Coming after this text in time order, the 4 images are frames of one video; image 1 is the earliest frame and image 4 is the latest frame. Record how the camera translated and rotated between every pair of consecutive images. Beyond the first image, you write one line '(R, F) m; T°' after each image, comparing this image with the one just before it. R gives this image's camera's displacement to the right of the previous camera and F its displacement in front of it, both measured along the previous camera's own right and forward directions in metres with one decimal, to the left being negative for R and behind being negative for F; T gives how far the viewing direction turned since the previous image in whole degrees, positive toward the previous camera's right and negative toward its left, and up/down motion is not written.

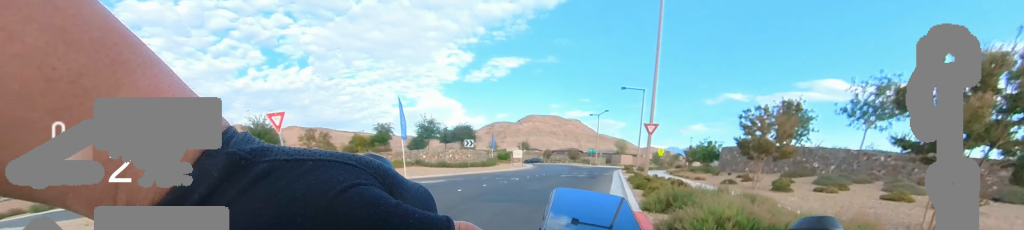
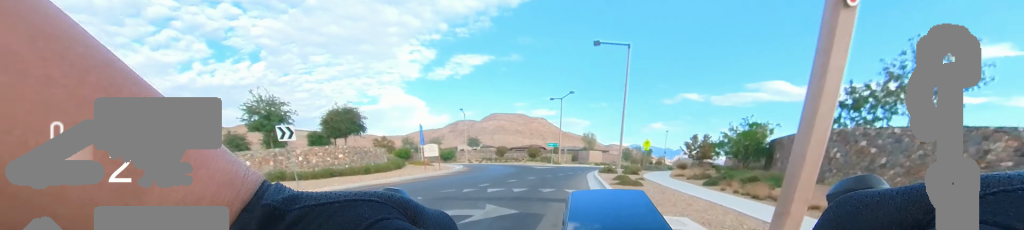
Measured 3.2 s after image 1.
(0.0, +14.0) m; -3°
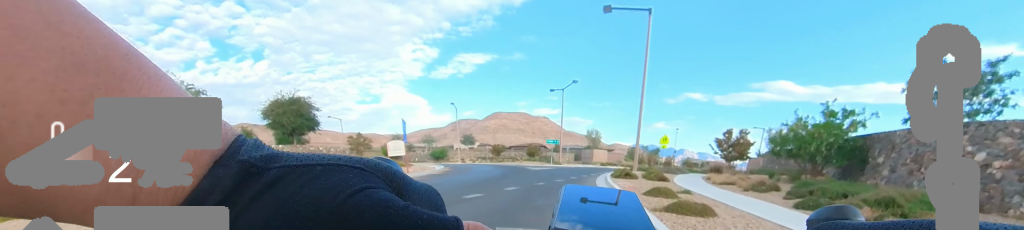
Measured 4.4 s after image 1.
(+1.0, +4.9) m; +8°
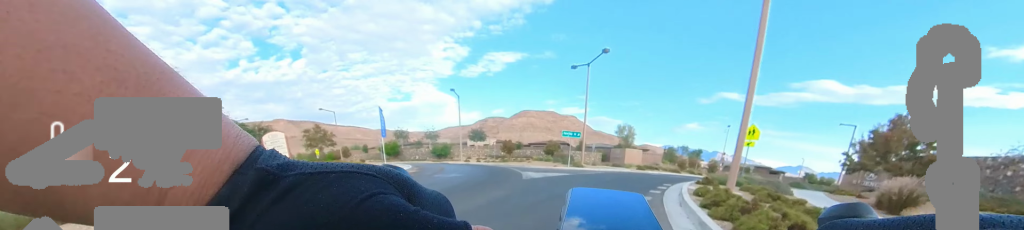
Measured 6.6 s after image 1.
(0.0, +10.2) m; +1°
